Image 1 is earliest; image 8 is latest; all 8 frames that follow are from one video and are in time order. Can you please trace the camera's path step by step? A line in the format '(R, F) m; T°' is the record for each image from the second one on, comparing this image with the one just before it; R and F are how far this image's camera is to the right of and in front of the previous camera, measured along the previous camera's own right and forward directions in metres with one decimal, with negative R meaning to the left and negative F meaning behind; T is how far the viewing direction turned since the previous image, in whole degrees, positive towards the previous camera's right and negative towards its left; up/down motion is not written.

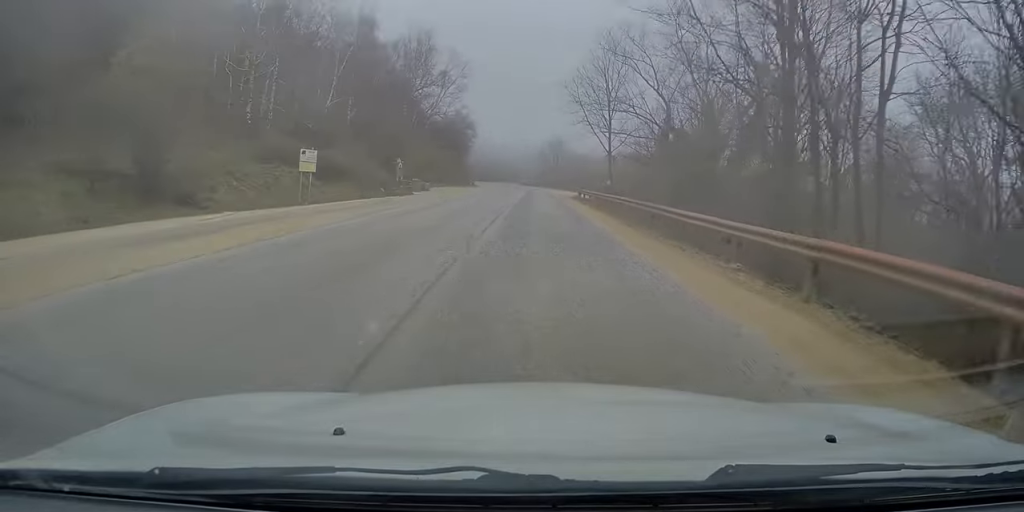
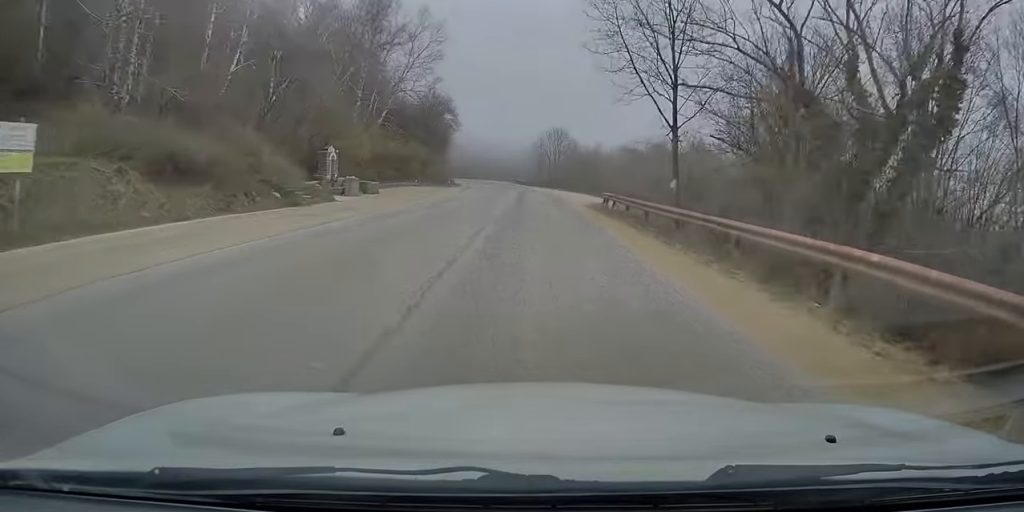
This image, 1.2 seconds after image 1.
(+0.1, +19.6) m; 0°
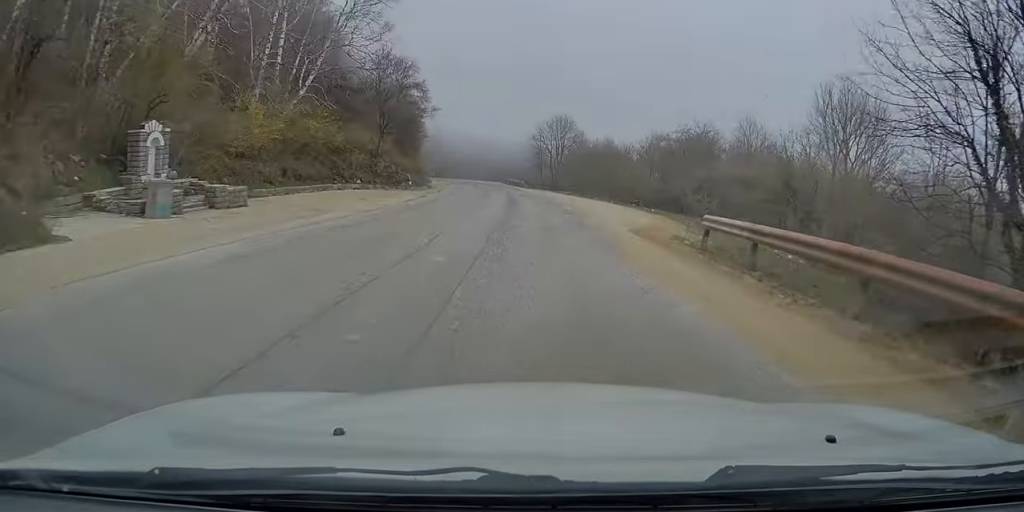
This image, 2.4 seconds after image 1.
(0.0, +19.6) m; 0°
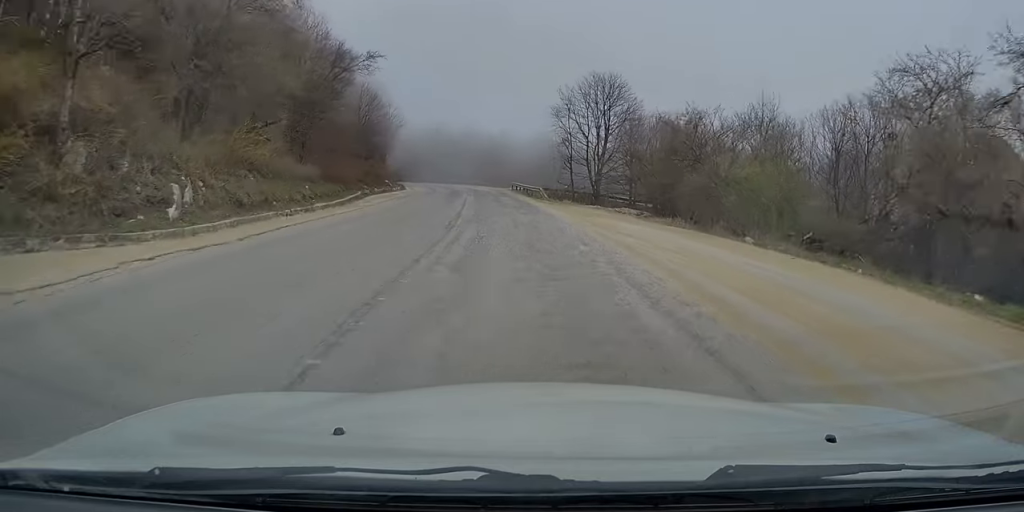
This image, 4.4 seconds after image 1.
(-0.7, +32.7) m; -3°
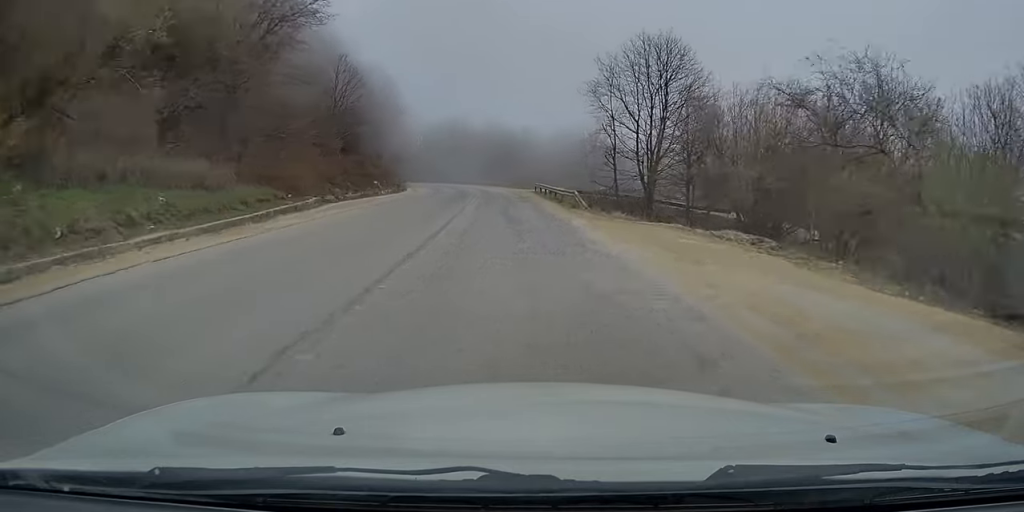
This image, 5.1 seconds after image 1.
(-0.2, +12.8) m; -2°
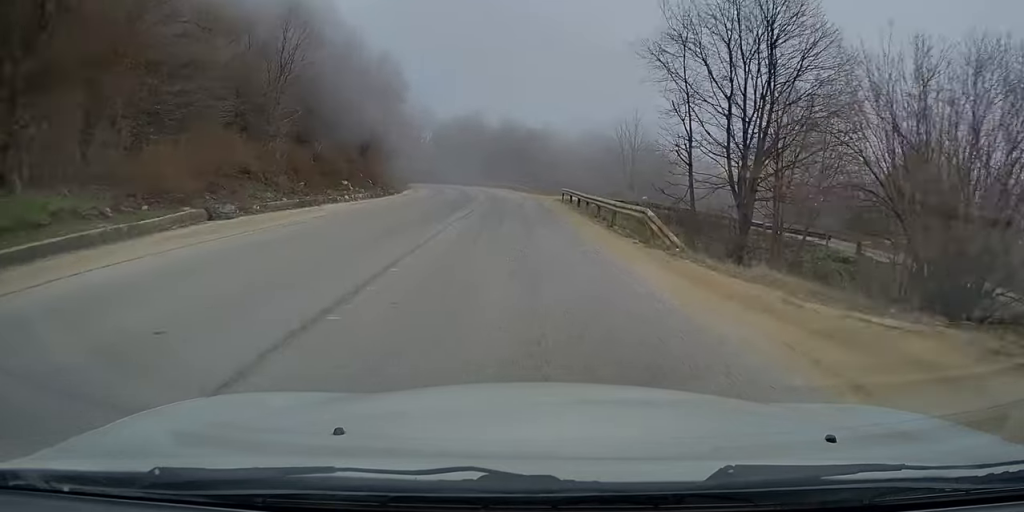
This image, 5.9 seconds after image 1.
(-0.2, +12.8) m; -2°
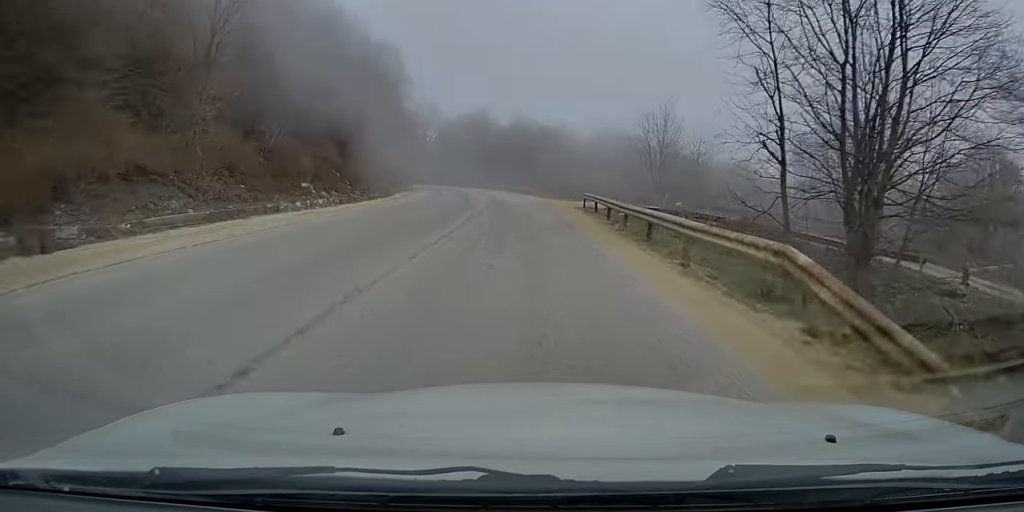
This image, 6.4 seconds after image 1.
(-0.2, +7.7) m; -1°
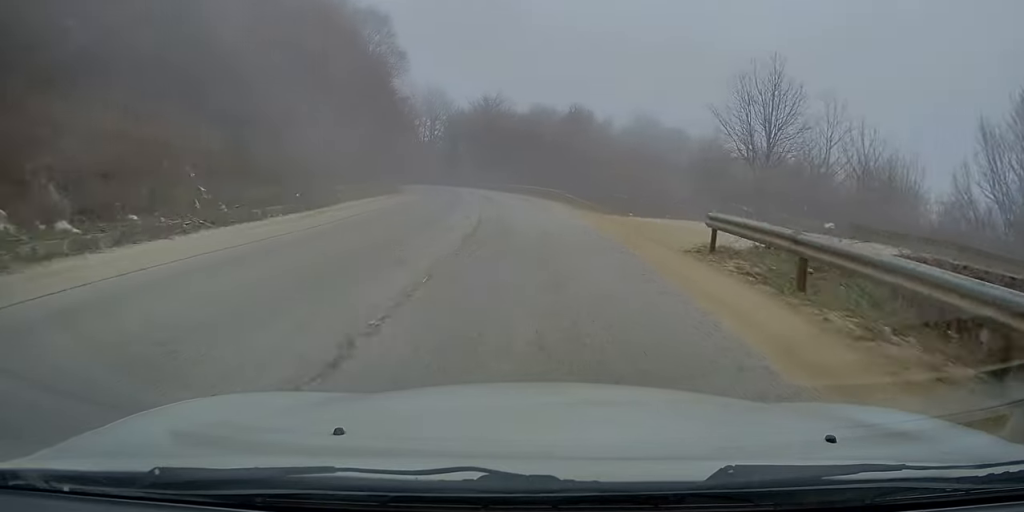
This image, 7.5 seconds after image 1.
(-0.3, +18.3) m; -3°
